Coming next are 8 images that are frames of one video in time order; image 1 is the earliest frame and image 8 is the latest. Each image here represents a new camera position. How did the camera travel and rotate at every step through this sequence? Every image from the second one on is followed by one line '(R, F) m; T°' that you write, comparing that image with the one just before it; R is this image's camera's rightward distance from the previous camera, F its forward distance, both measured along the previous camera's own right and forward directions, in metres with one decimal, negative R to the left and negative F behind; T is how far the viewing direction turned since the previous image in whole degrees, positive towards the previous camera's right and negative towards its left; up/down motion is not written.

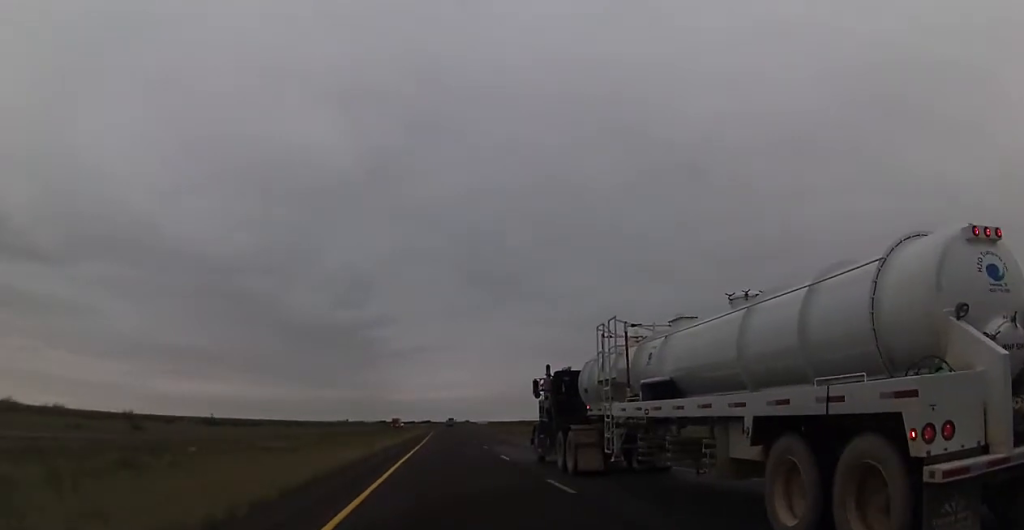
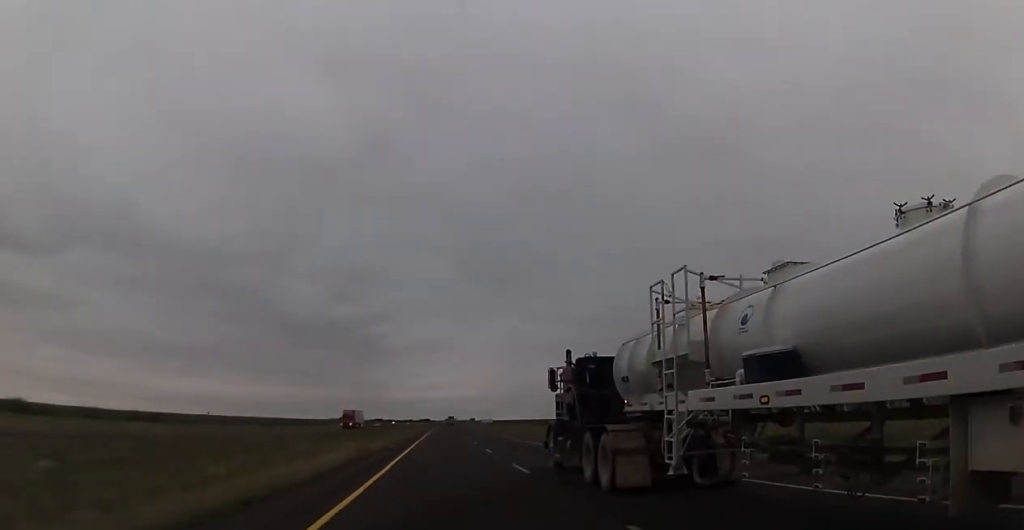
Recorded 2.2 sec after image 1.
(0.0, +79.6) m; 0°
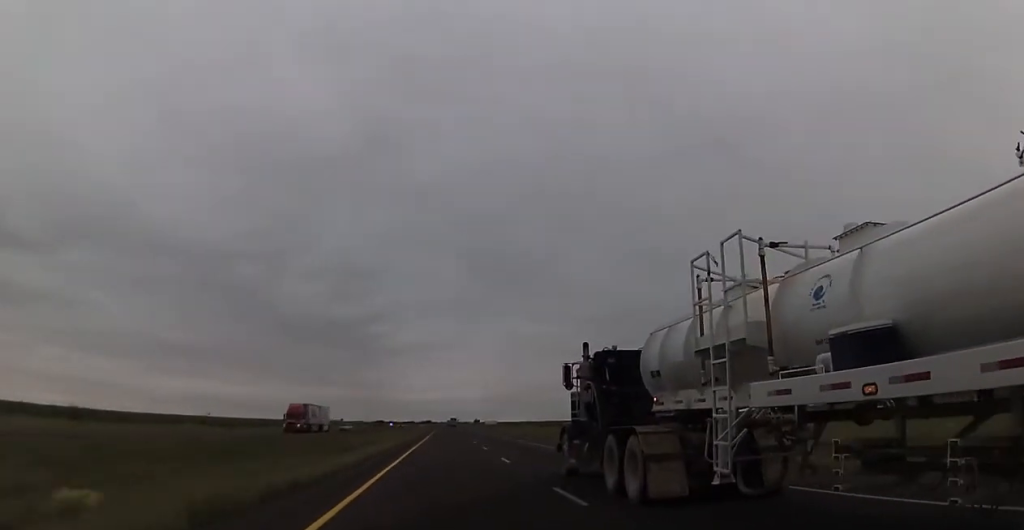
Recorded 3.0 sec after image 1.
(0.0, +30.7) m; 0°
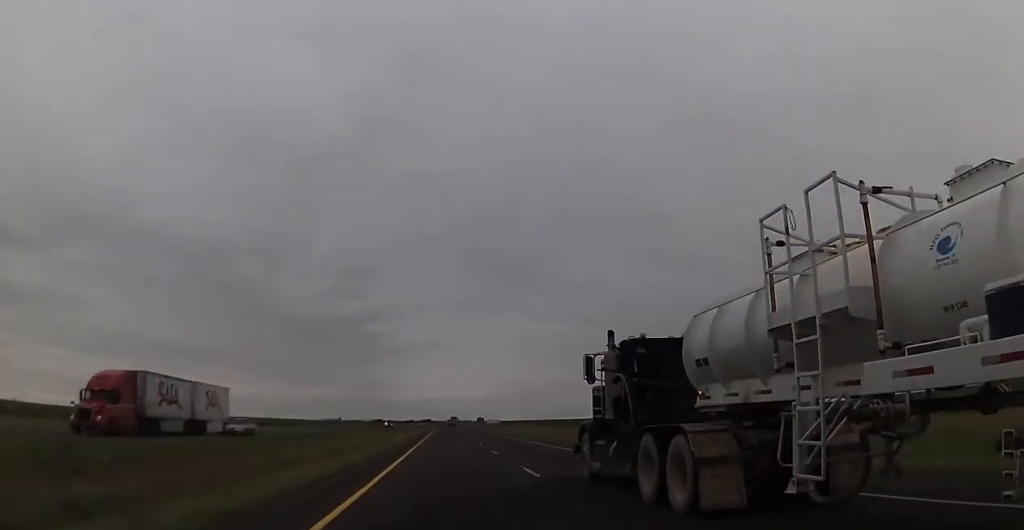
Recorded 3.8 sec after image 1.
(0.0, +30.7) m; 0°
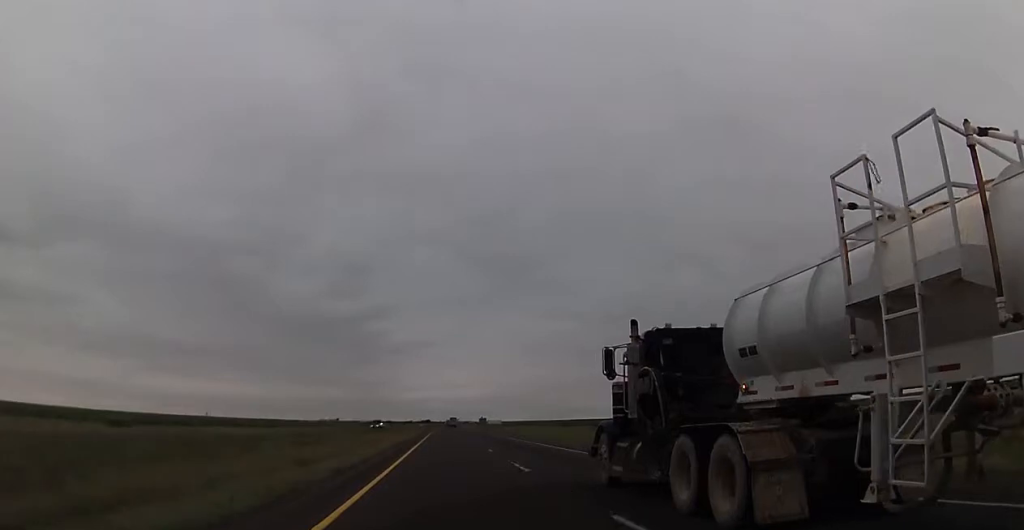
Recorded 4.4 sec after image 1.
(+0.1, +22.1) m; -1°
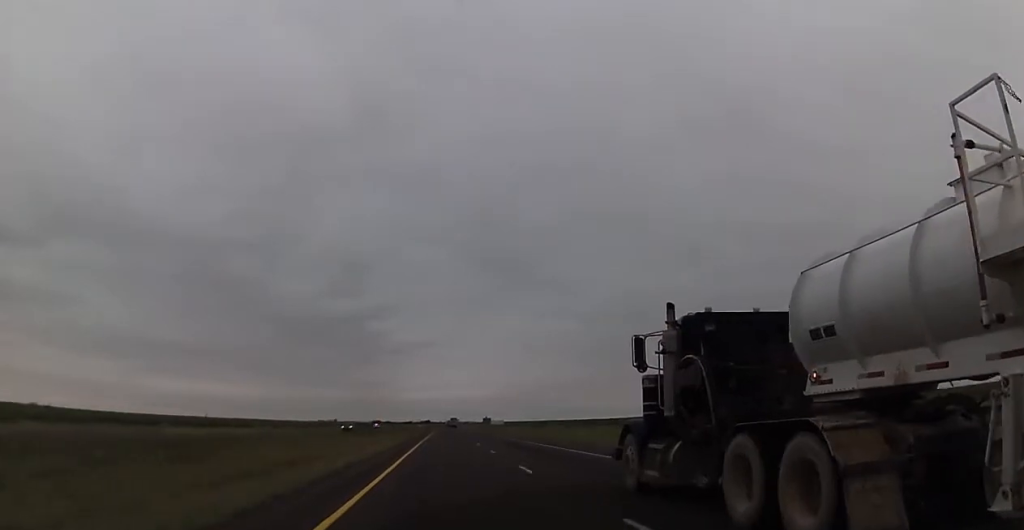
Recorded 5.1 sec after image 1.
(-0.4, +24.5) m; 0°
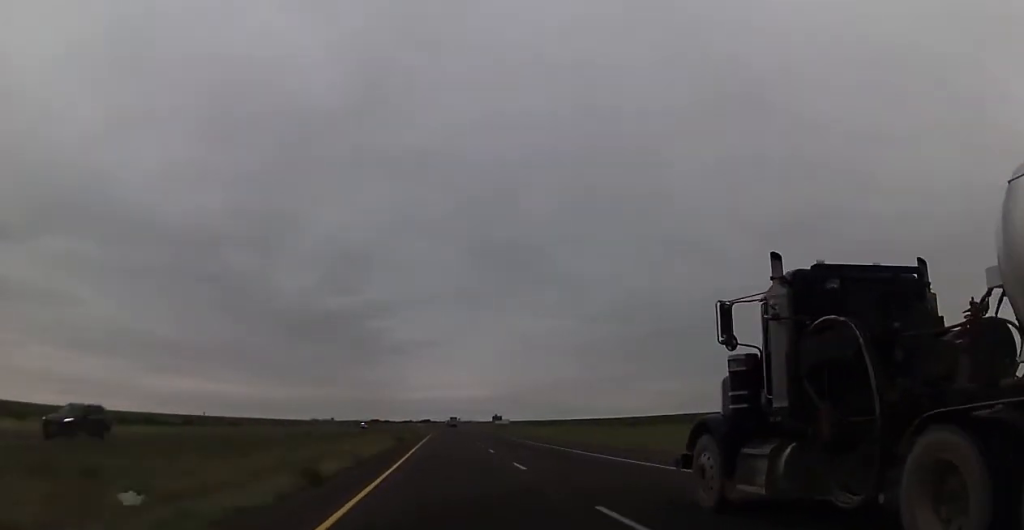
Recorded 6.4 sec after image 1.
(+0.3, +46.7) m; +1°
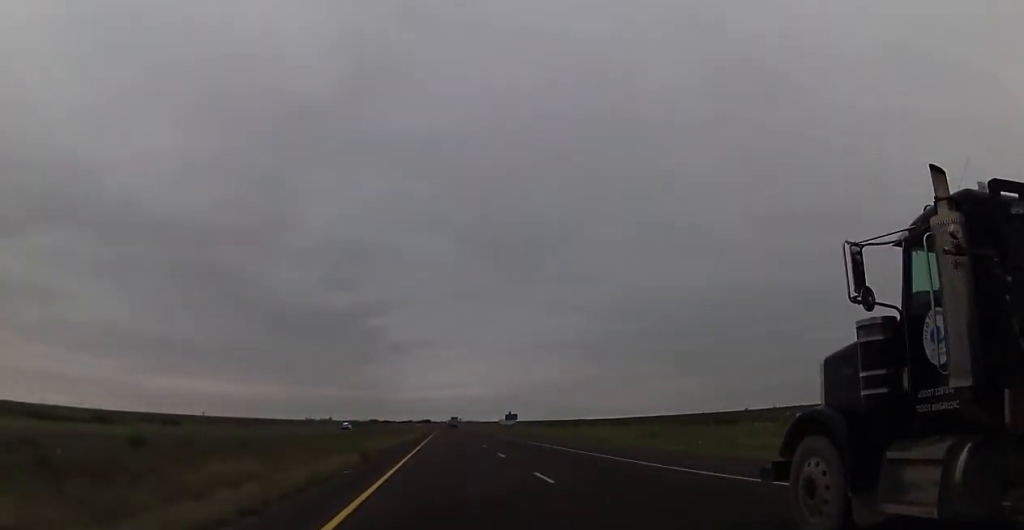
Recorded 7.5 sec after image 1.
(+0.1, +40.7) m; 0°
